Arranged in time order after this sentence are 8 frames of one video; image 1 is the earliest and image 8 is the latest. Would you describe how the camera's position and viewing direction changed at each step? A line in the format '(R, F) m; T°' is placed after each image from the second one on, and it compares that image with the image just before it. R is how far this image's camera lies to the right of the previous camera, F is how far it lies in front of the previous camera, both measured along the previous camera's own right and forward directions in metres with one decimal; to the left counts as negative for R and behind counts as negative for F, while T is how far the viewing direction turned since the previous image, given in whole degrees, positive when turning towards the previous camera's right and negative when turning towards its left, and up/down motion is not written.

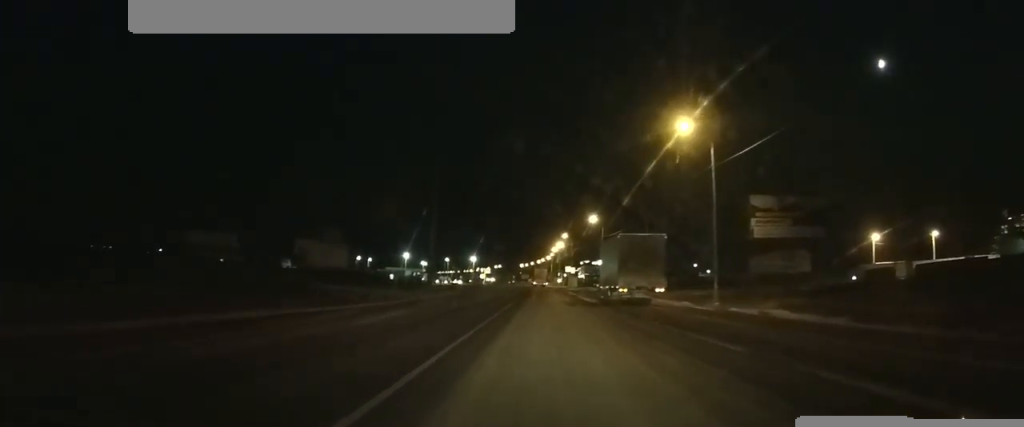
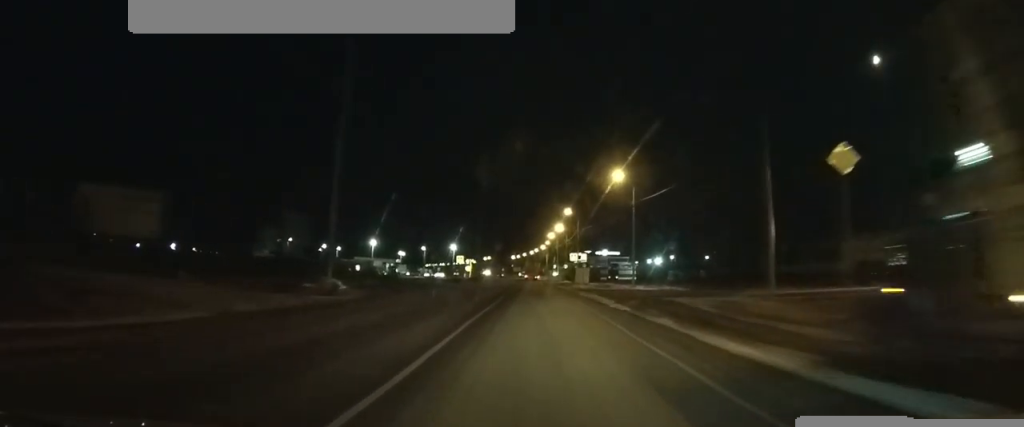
(-0.8, +34.1) m; -2°
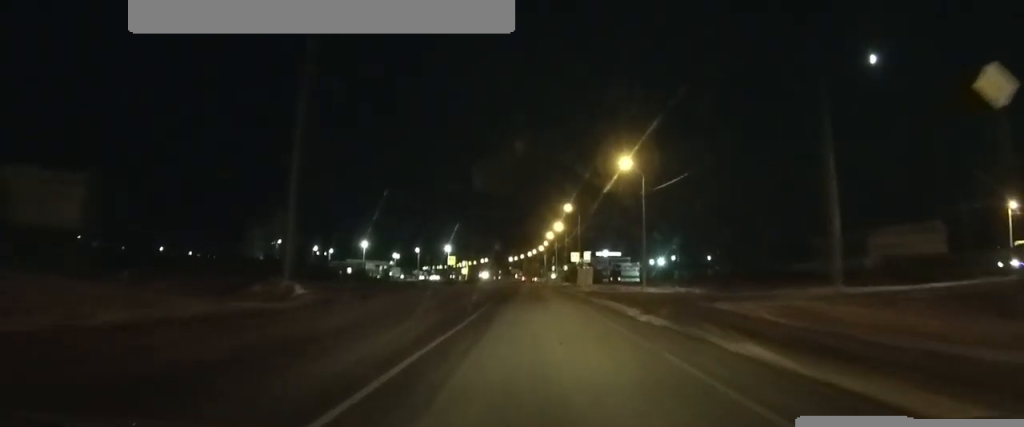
(0.0, +7.0) m; 0°
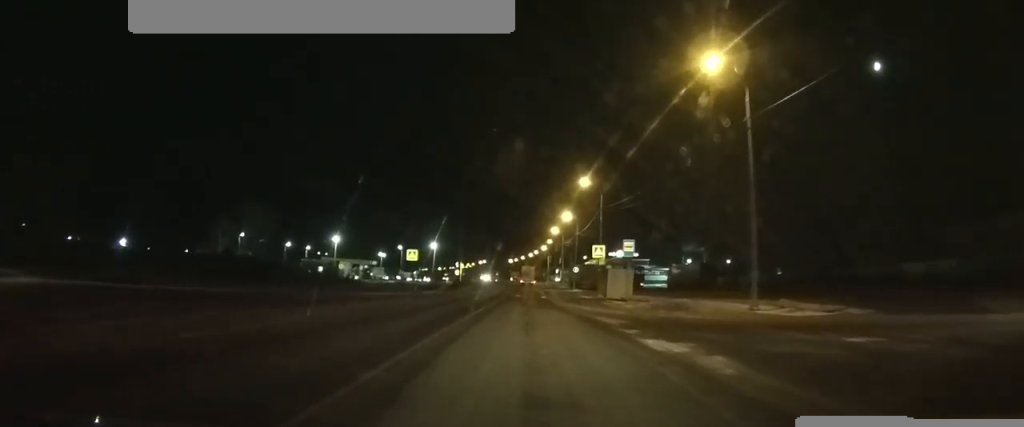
(+0.2, +25.4) m; +1°
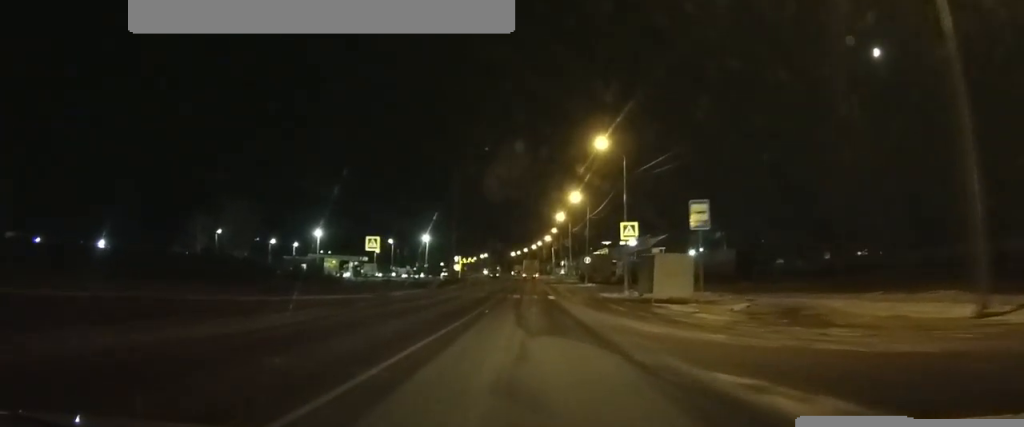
(0.0, +12.7) m; 0°
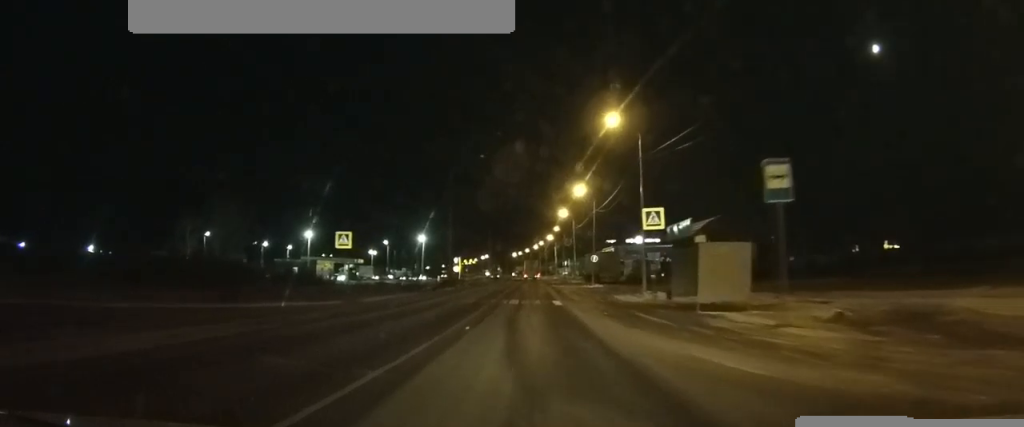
(0.0, +5.8) m; 0°
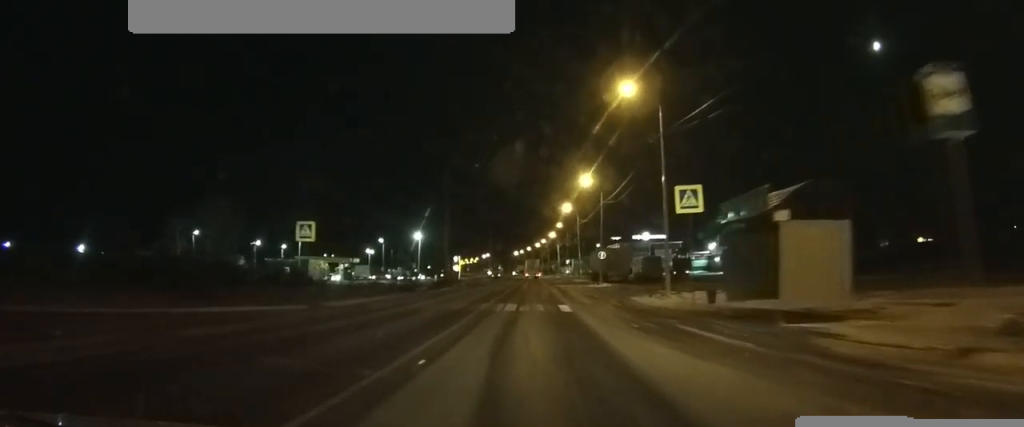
(0.0, +5.5) m; 0°
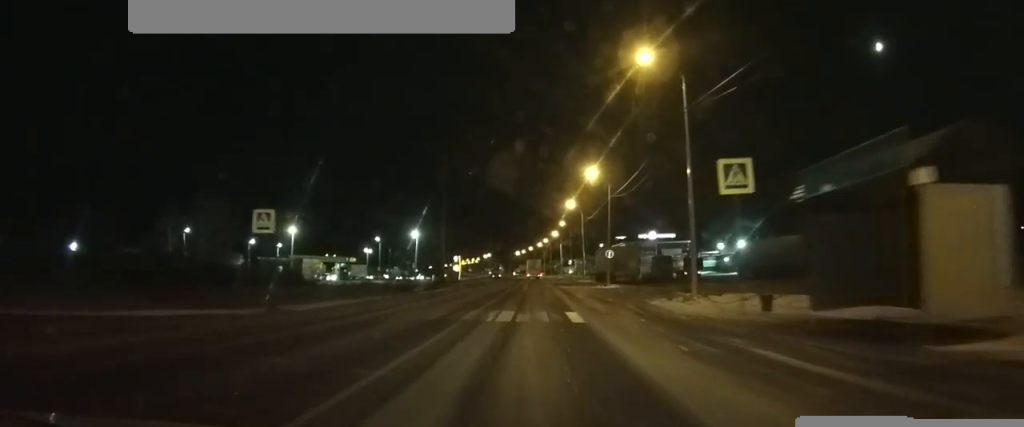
(0.0, +4.4) m; 0°
